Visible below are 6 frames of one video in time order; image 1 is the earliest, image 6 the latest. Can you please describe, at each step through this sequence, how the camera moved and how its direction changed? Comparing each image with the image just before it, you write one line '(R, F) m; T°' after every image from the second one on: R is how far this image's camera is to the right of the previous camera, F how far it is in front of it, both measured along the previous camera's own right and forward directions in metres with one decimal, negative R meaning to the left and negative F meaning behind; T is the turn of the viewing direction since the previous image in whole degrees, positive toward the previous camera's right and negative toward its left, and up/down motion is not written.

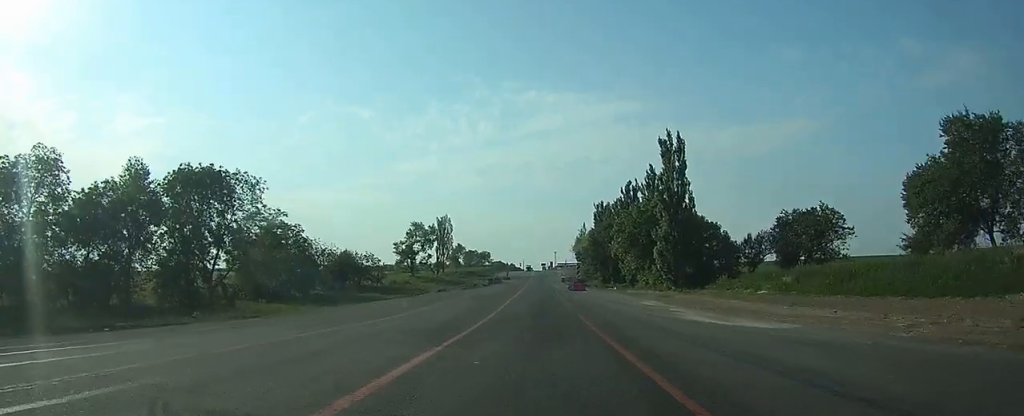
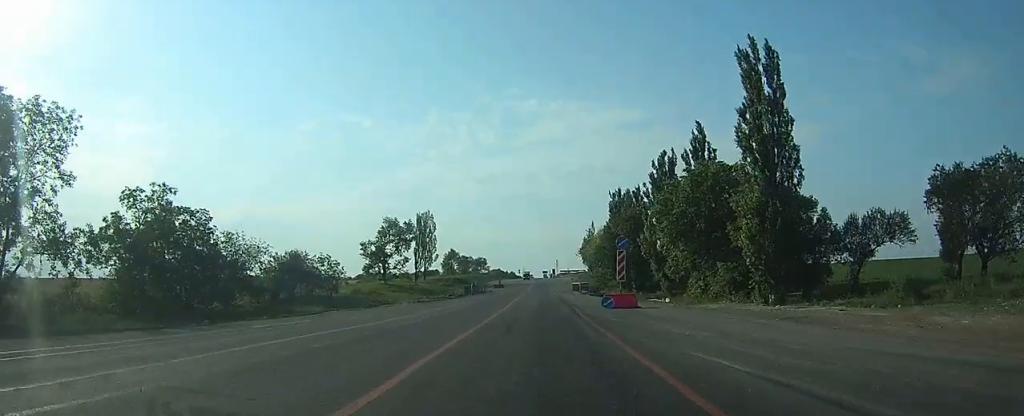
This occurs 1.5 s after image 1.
(0.0, +33.4) m; 0°
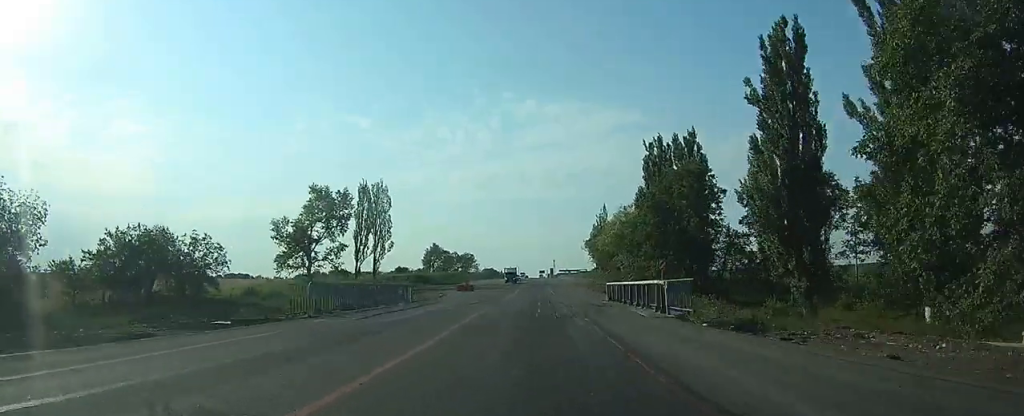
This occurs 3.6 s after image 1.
(-0.4, +46.1) m; -7°
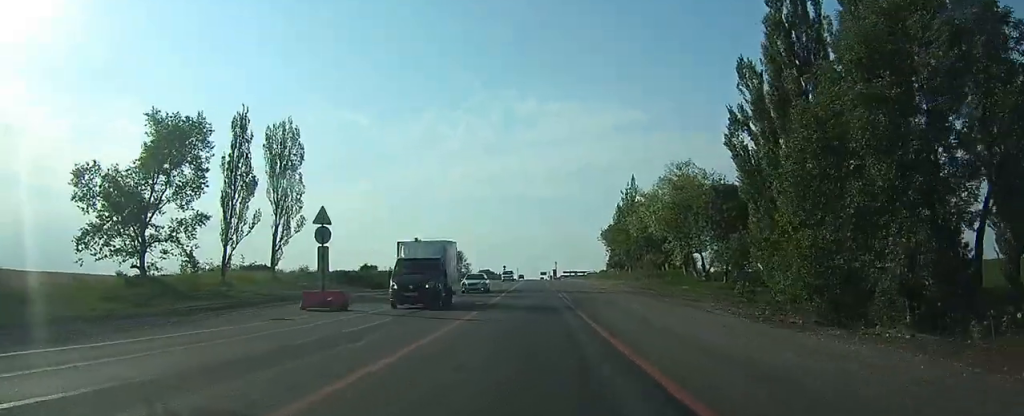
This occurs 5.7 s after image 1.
(+4.0, +45.1) m; +13°
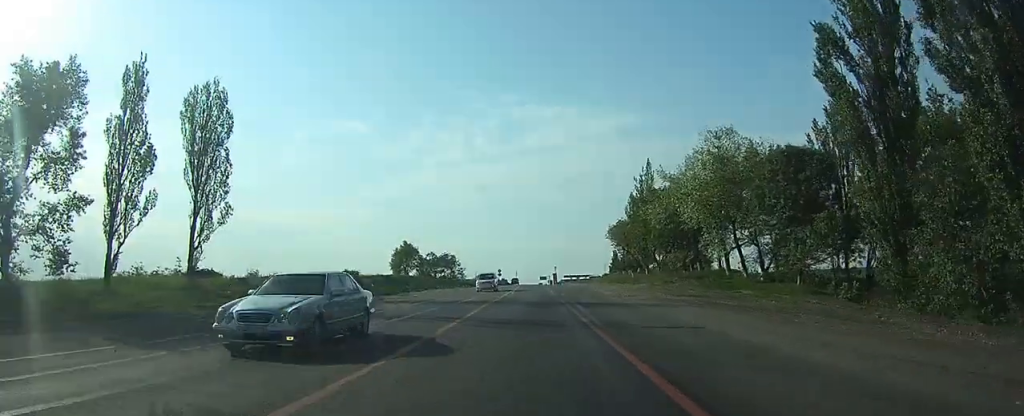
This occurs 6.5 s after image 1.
(-1.2, +19.2) m; -4°
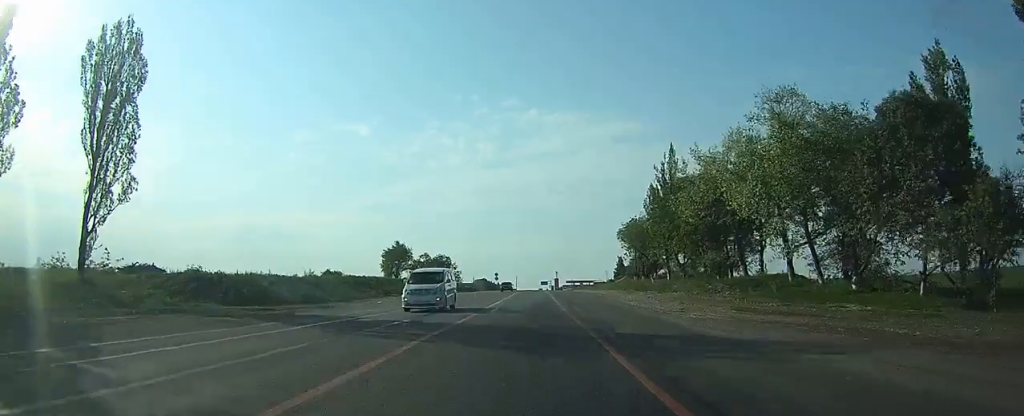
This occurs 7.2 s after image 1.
(-0.5, +15.9) m; -2°
